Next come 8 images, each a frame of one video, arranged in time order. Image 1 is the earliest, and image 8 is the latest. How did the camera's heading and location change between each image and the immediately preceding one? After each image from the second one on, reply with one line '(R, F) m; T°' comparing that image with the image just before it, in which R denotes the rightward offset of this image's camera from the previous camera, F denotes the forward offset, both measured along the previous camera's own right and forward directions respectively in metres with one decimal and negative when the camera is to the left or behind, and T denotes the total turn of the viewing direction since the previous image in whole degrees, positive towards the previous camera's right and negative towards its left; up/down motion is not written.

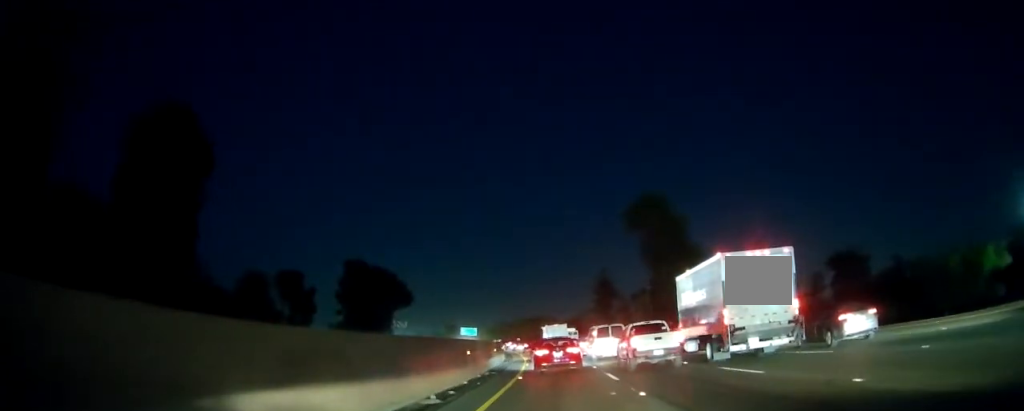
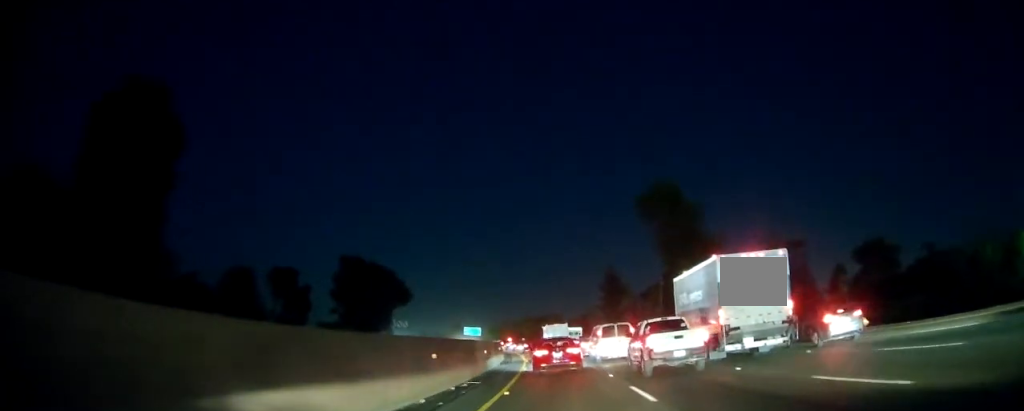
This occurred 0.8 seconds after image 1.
(0.0, +7.5) m; 0°
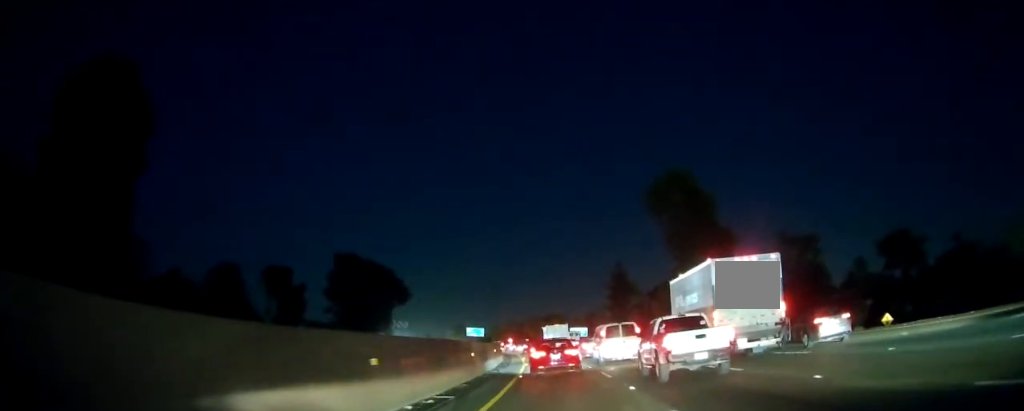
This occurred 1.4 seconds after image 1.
(0.0, +5.7) m; 0°
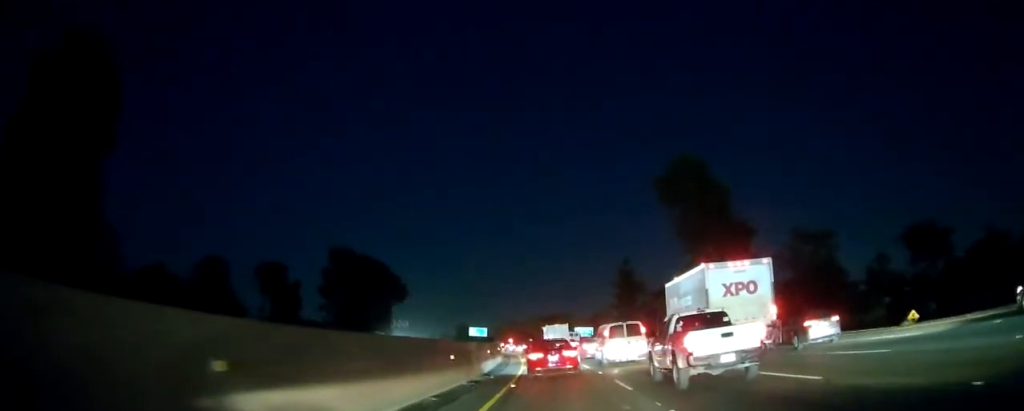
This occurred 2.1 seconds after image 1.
(0.0, +5.9) m; -1°
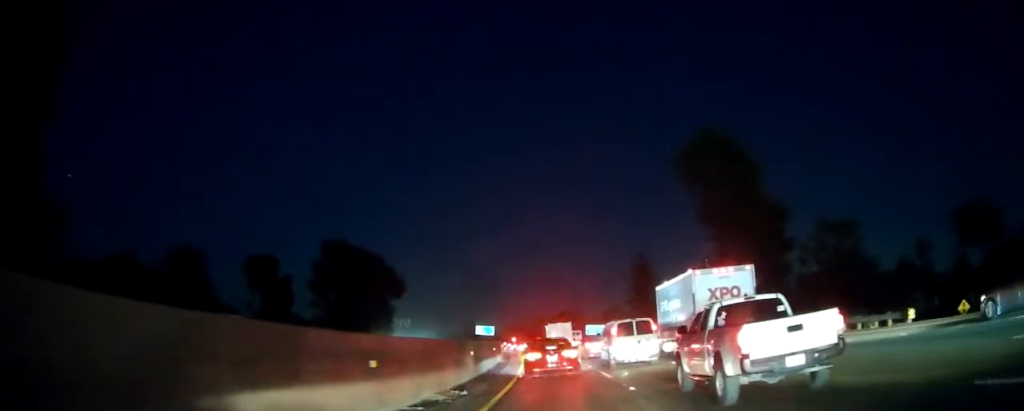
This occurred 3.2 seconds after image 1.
(-0.1, +9.6) m; -1°
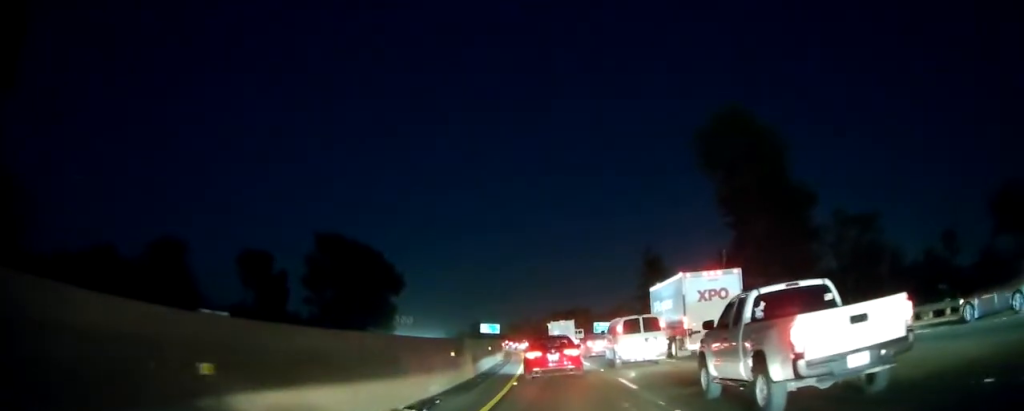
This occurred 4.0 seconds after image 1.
(0.0, +6.1) m; 0°
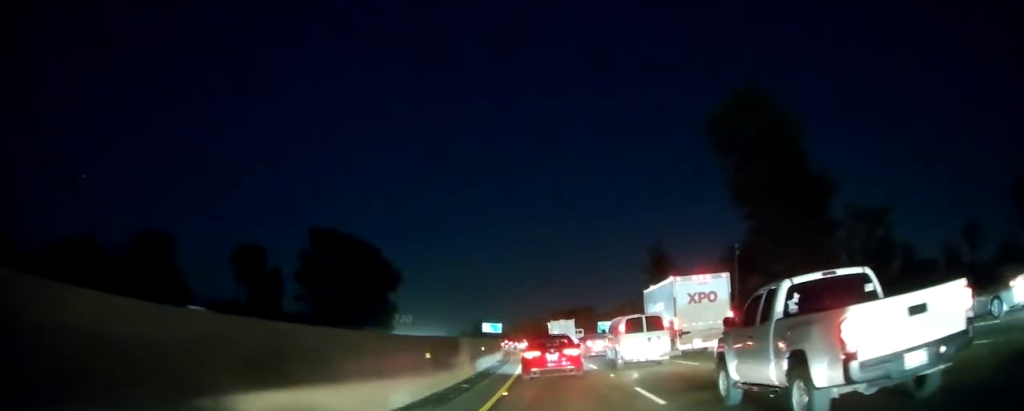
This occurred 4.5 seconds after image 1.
(0.0, +4.0) m; 0°
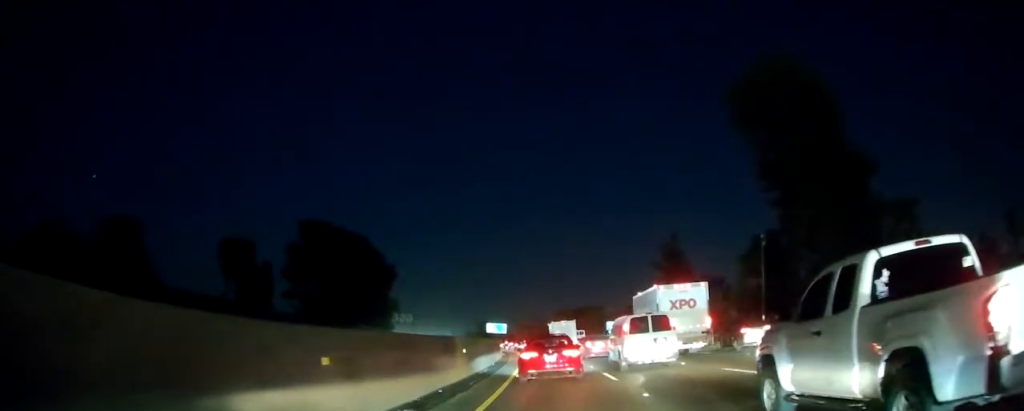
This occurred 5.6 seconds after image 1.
(0.0, +7.6) m; 0°
